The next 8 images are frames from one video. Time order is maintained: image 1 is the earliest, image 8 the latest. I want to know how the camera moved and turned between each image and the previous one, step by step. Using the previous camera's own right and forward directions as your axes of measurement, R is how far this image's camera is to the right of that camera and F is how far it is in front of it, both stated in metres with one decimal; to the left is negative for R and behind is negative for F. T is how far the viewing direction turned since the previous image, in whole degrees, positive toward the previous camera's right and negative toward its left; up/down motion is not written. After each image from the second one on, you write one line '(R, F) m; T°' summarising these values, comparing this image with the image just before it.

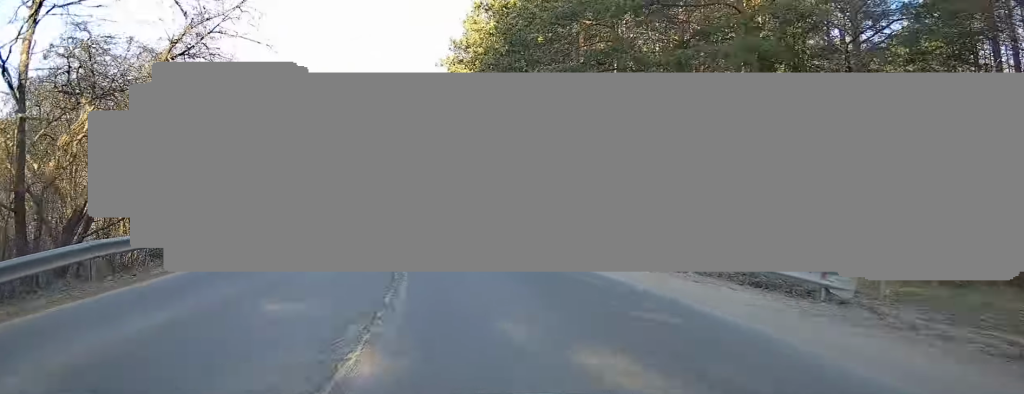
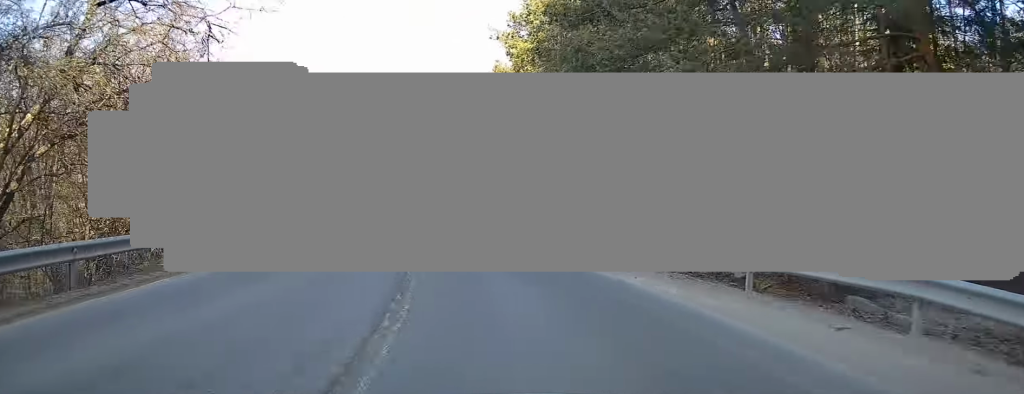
(-0.3, +5.3) m; -6°
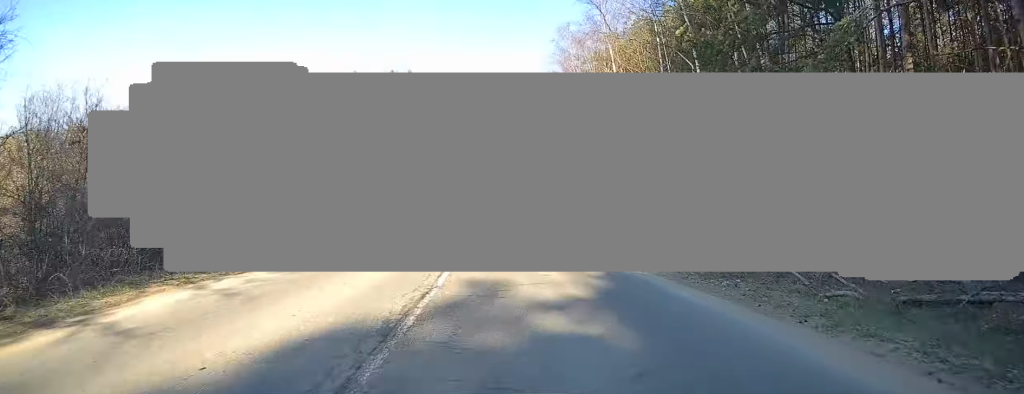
(-1.8, +16.9) m; -9°
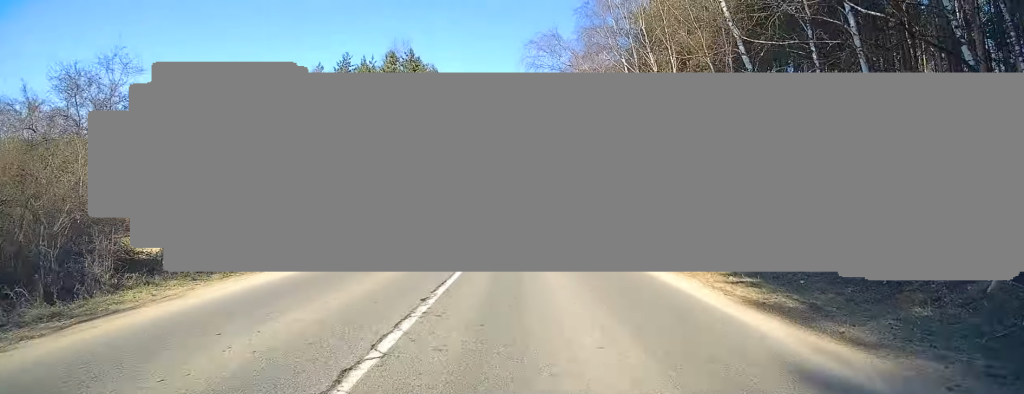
(-0.3, +10.5) m; -3°
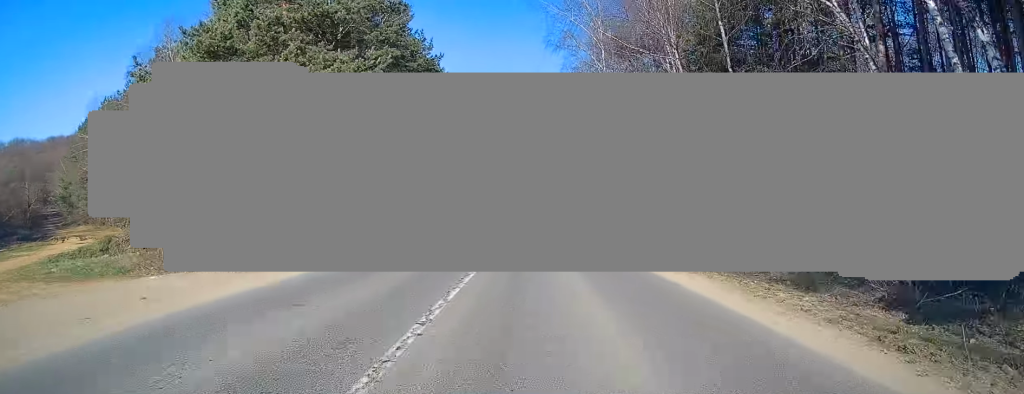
(-1.2, +21.6) m; -4°
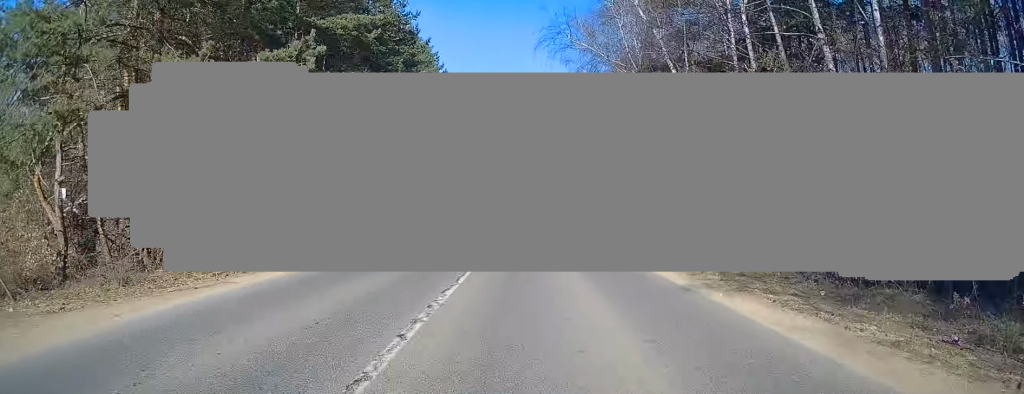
(-0.3, +8.5) m; +1°
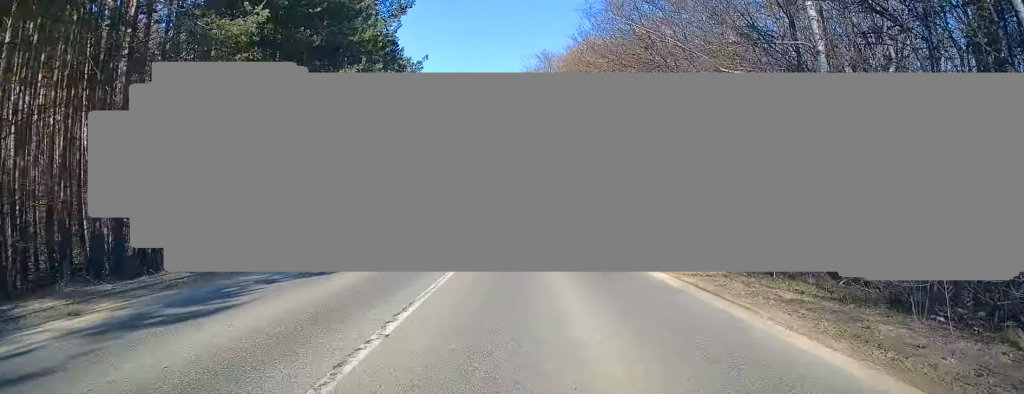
(+1.2, +20.9) m; +4°
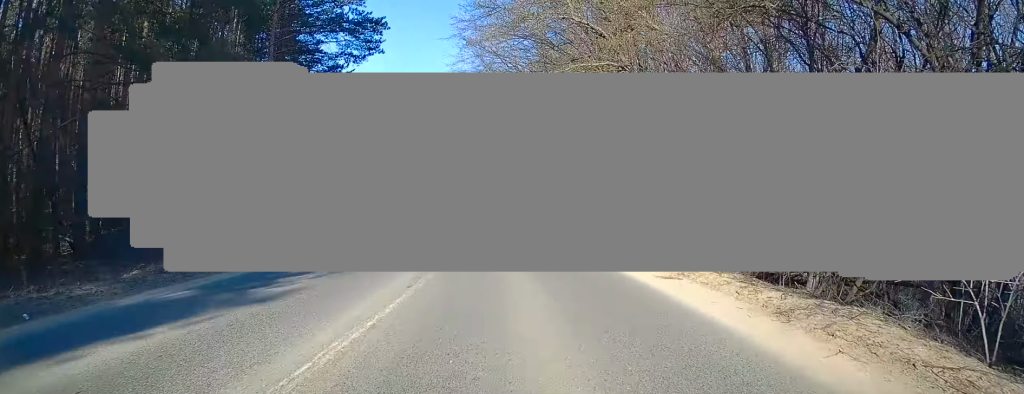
(+0.1, +23.4) m; -1°
